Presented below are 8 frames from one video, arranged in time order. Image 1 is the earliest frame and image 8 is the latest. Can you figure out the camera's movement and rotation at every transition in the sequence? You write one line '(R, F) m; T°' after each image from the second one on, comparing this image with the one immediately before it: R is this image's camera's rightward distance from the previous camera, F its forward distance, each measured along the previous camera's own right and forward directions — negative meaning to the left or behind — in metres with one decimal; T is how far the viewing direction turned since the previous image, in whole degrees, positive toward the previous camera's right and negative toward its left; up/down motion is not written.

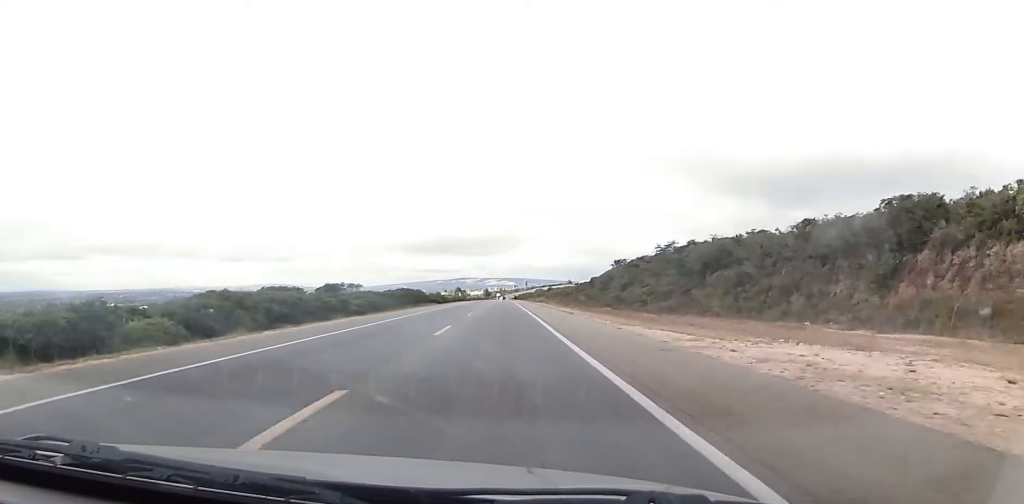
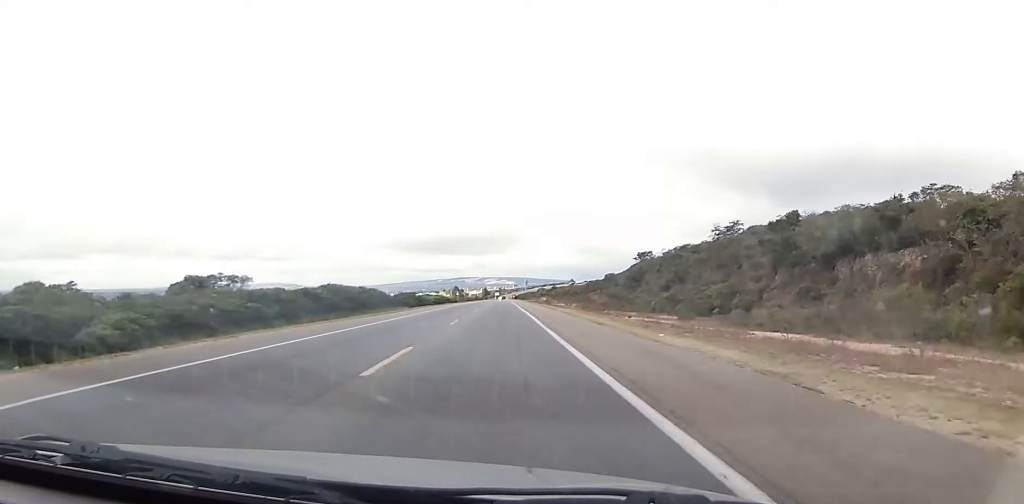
(0.0, +40.2) m; 0°
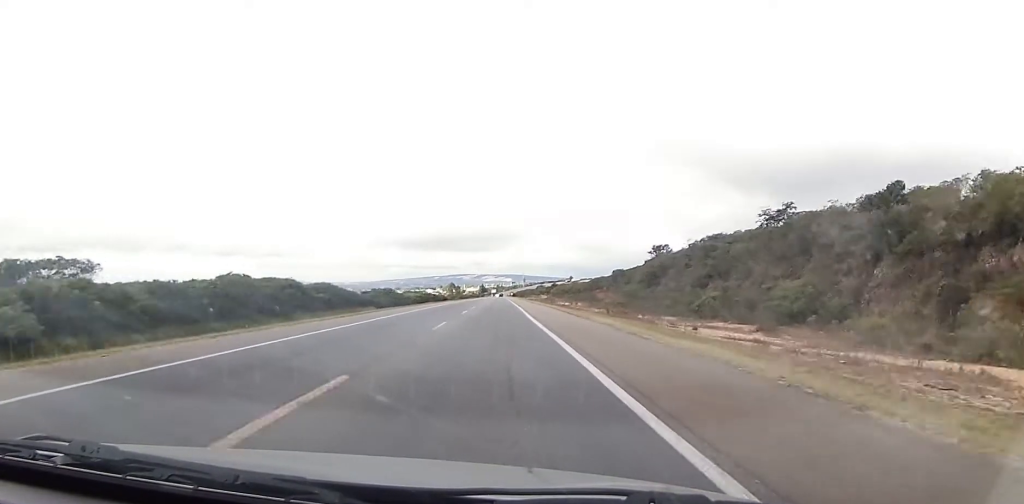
(0.0, +20.8) m; 0°
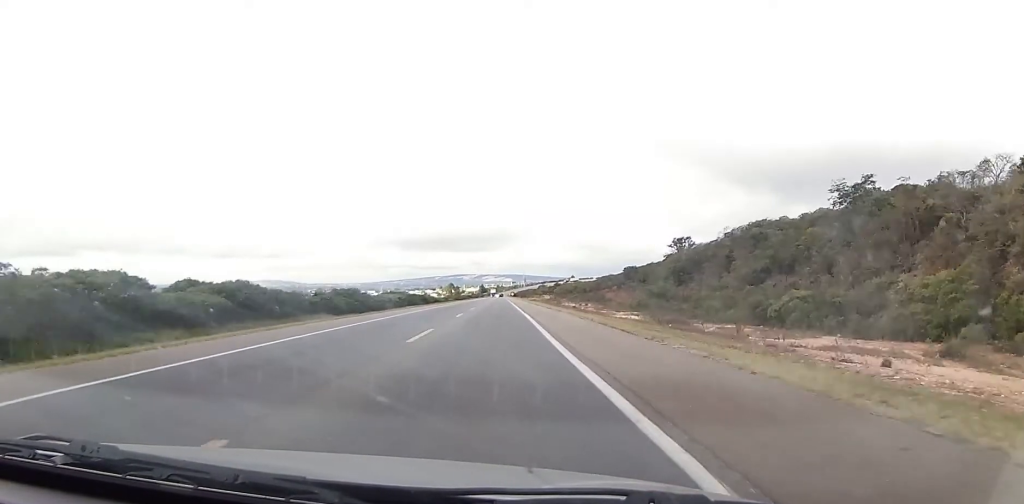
(0.0, +19.8) m; 0°
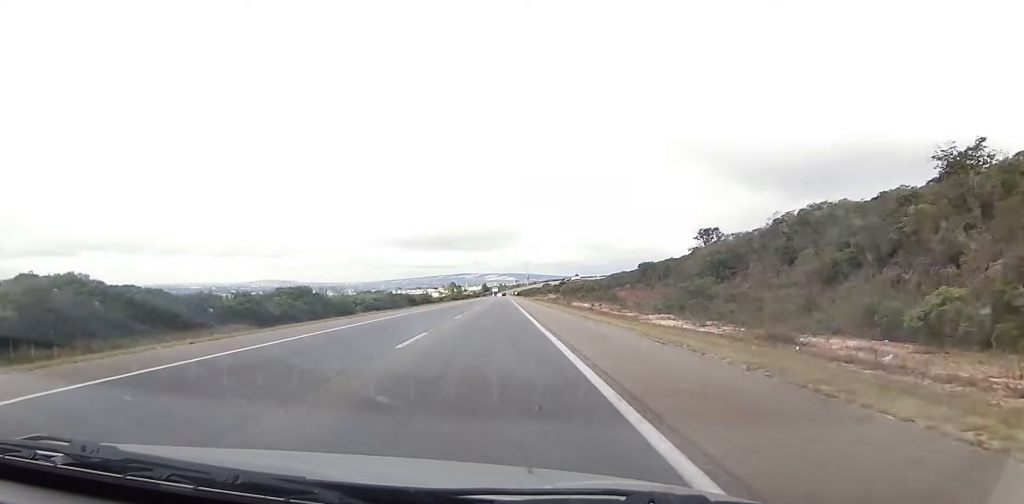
(0.0, +17.7) m; 0°
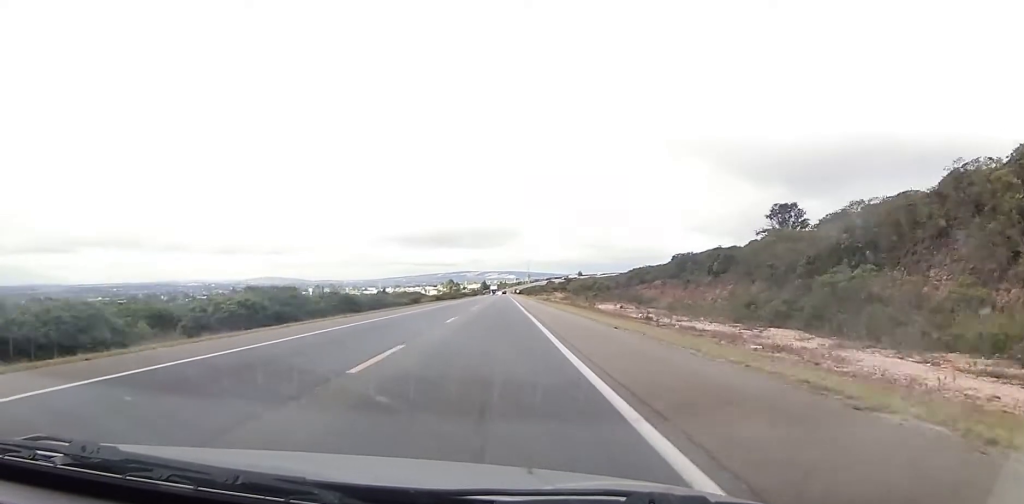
(0.0, +35.4) m; 0°
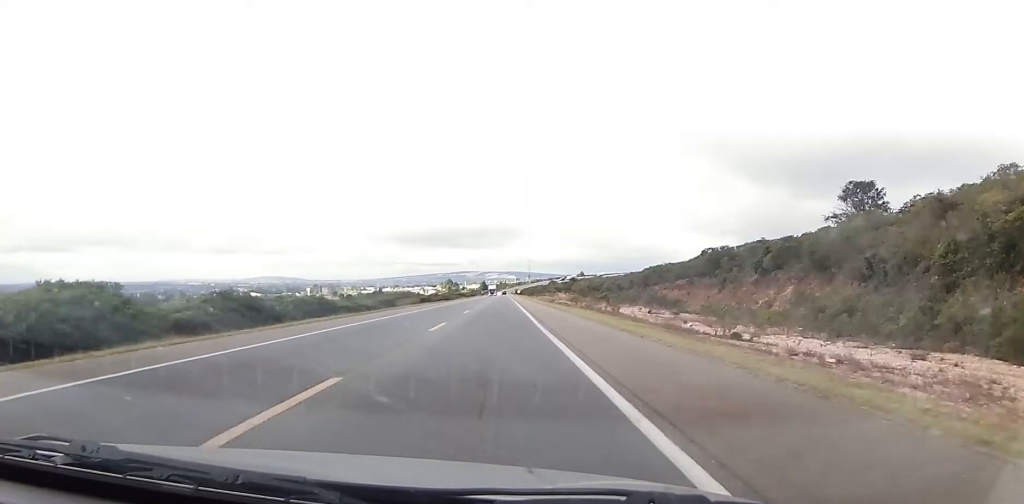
(0.0, +21.2) m; 0°
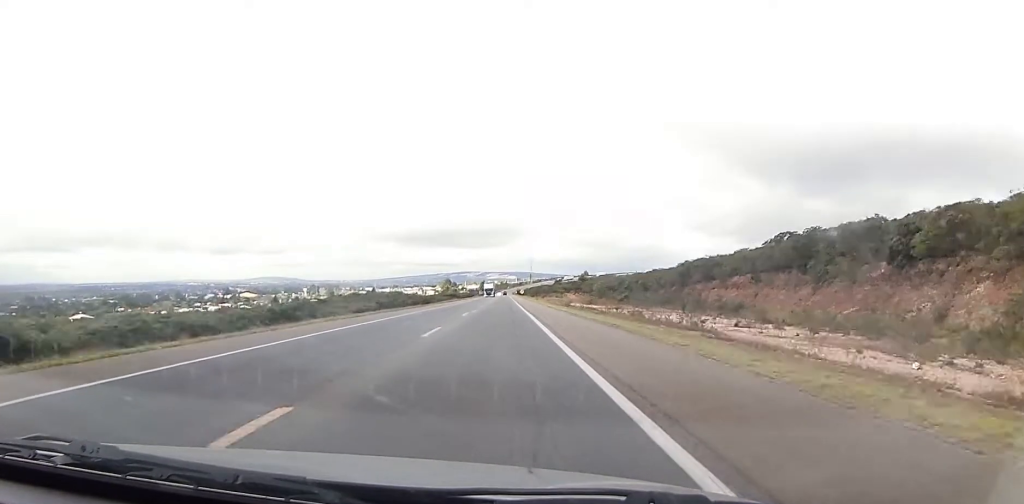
(0.0, +33.6) m; 0°
